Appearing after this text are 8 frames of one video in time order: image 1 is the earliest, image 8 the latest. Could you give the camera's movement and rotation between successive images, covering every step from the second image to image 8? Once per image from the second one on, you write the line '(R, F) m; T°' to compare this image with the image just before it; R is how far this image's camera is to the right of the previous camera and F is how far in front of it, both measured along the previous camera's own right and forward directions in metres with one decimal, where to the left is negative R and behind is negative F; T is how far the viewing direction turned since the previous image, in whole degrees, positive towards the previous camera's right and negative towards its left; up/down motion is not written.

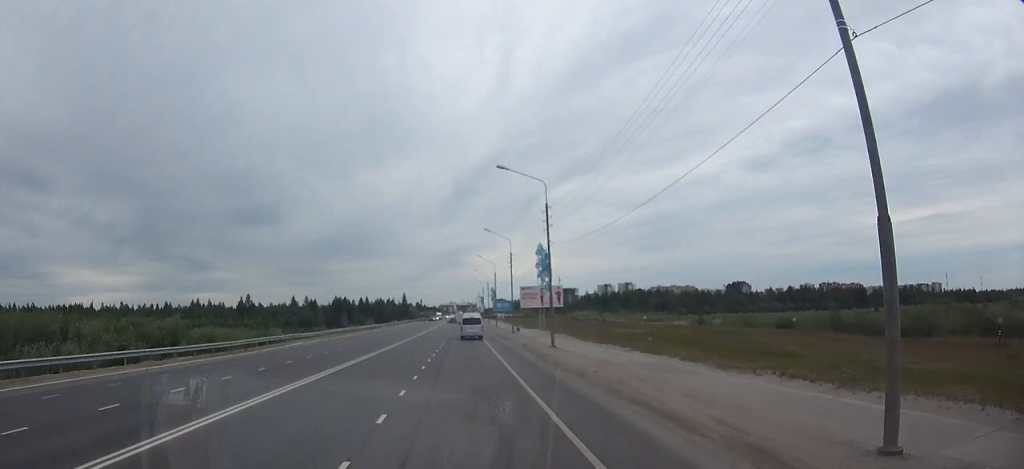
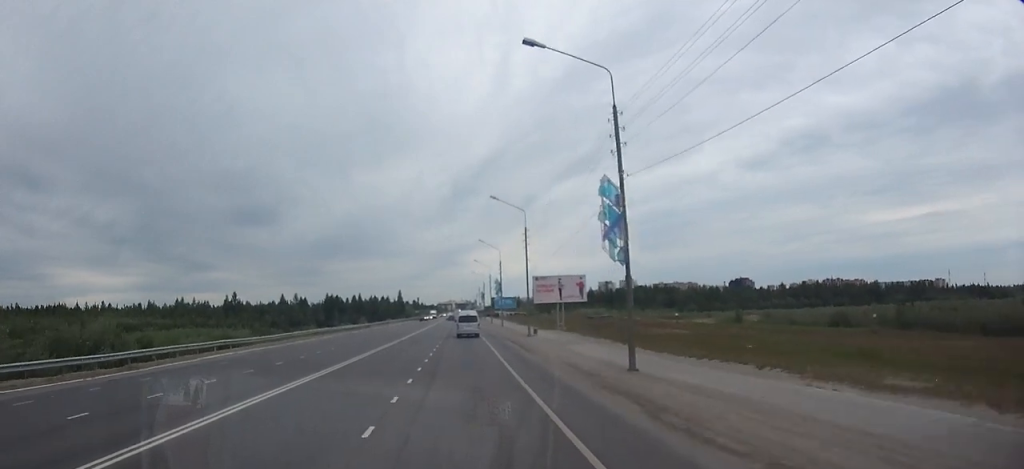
(0.0, +15.9) m; 0°
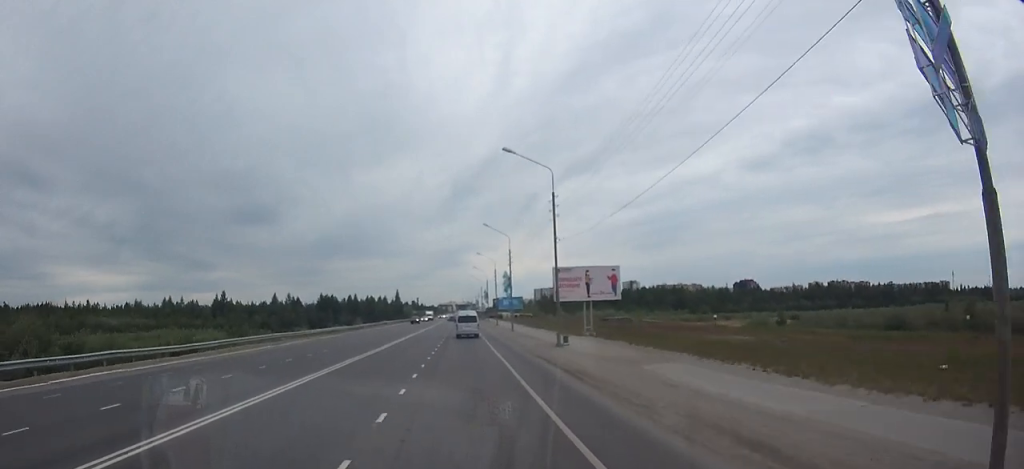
(0.0, +15.9) m; 0°
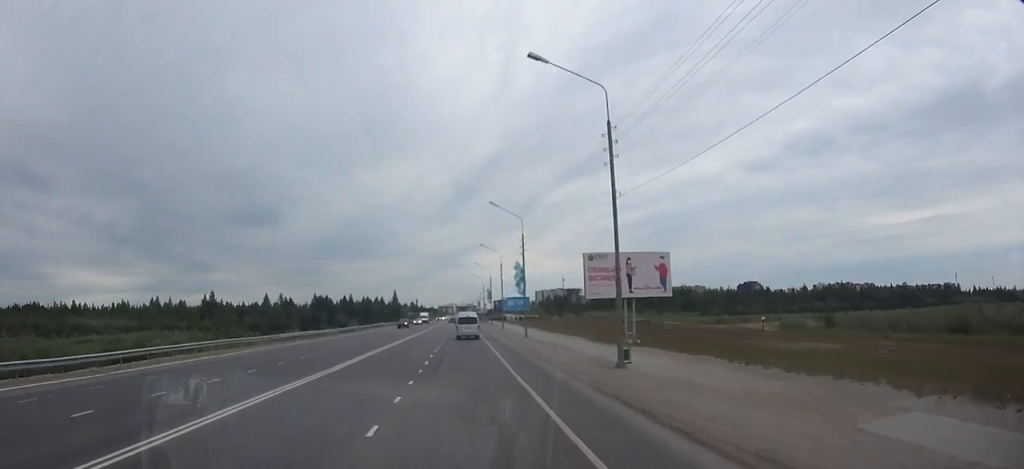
(0.0, +14.9) m; 0°
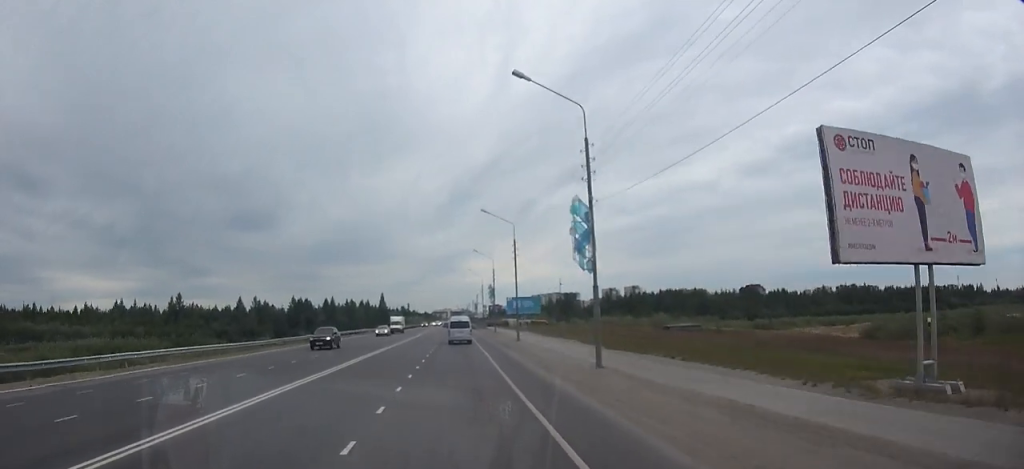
(+0.1, +31.4) m; 0°
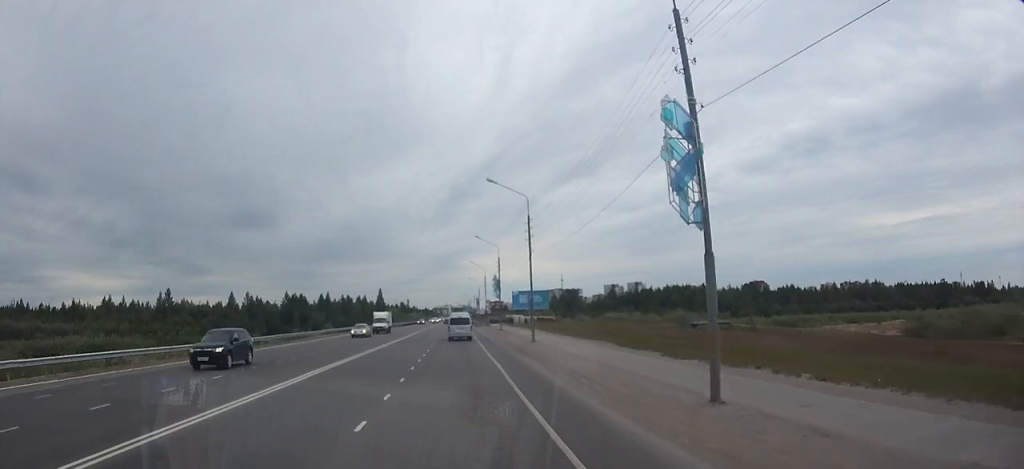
(0.0, +11.1) m; 0°
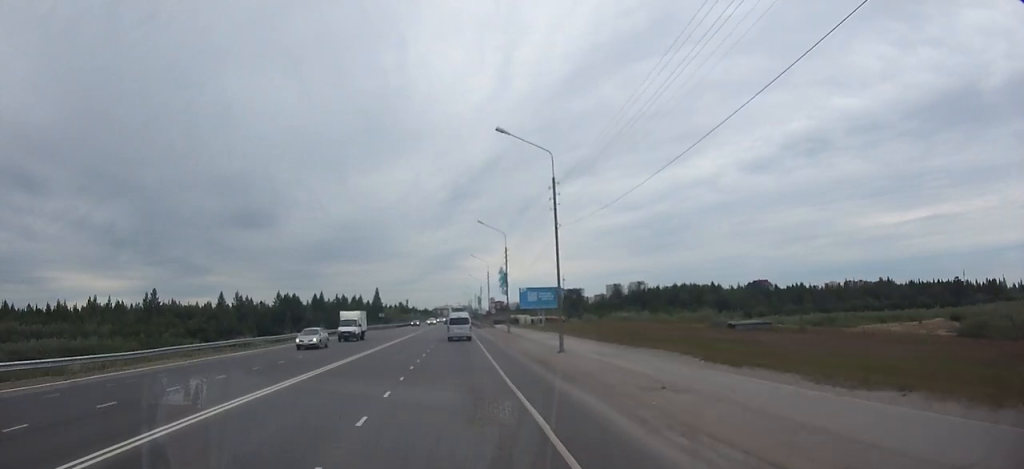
(0.0, +12.2) m; 0°
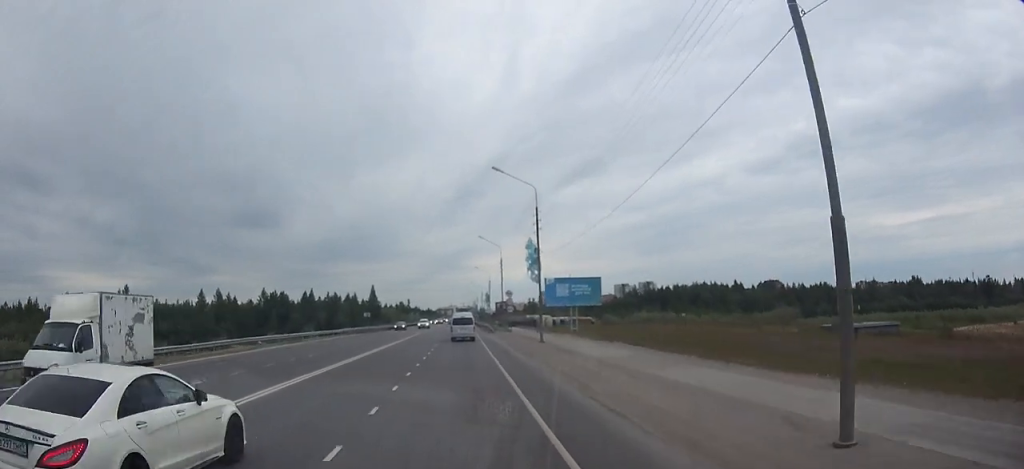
(-0.1, +23.3) m; 0°
